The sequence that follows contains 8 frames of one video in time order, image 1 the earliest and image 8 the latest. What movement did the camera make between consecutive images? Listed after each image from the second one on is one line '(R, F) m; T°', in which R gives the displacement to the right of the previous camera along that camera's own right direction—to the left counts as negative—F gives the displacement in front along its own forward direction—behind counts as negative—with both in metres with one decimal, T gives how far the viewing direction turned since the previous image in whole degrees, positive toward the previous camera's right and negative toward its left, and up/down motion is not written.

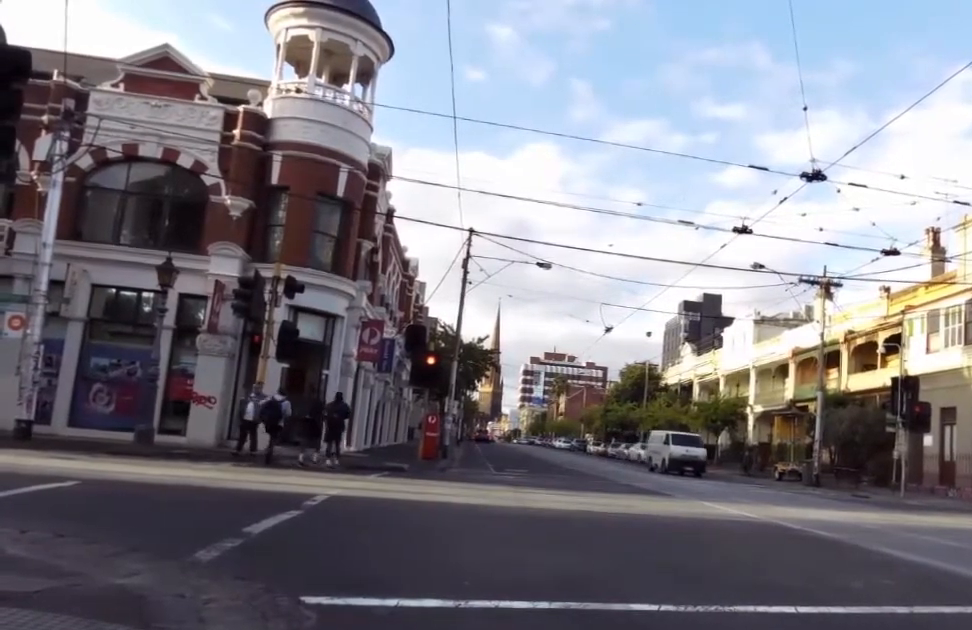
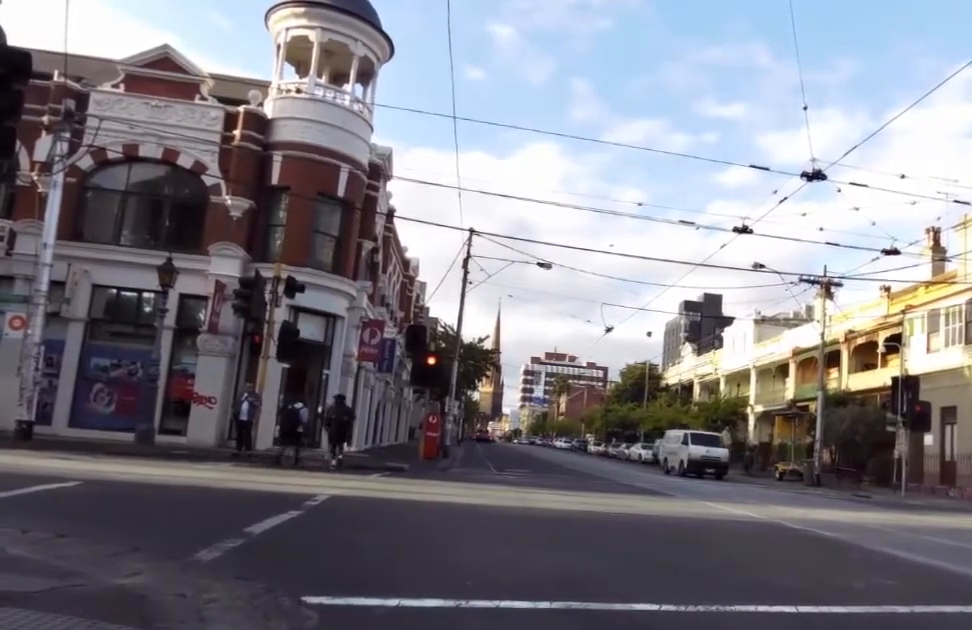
(0.0, 0.0) m; 0°
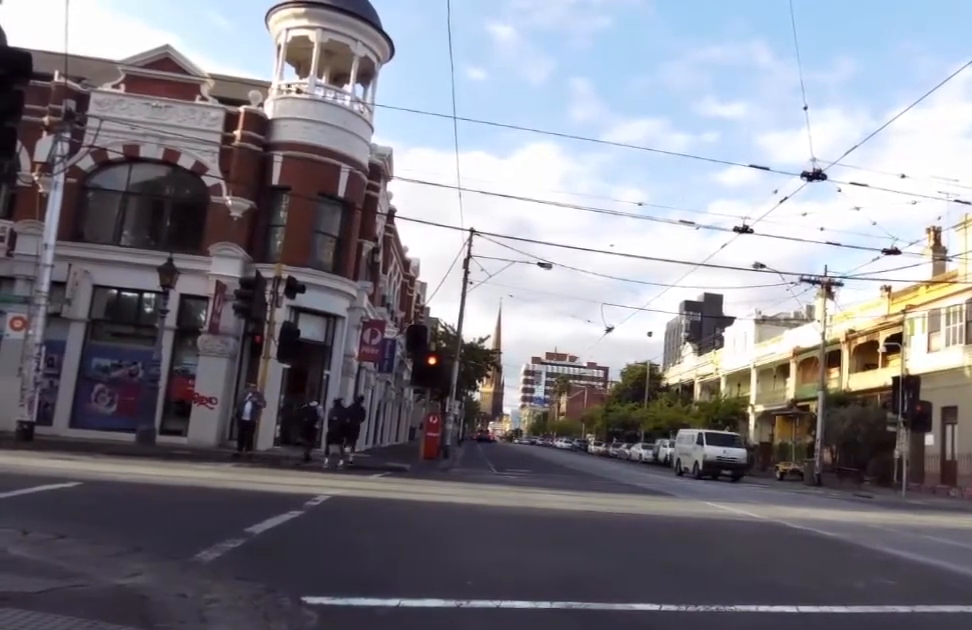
(0.0, 0.0) m; 0°
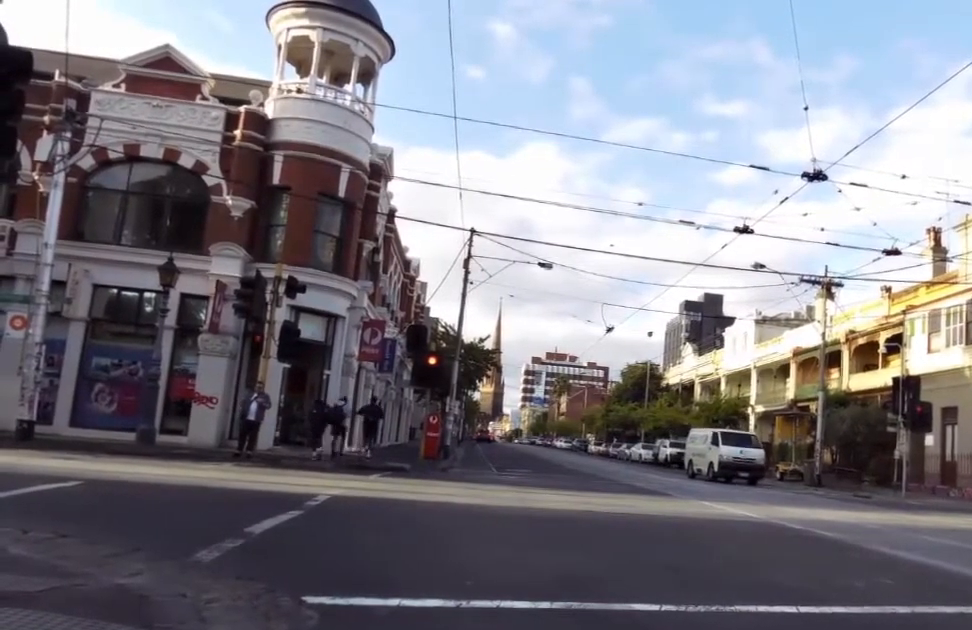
(0.0, 0.0) m; 0°
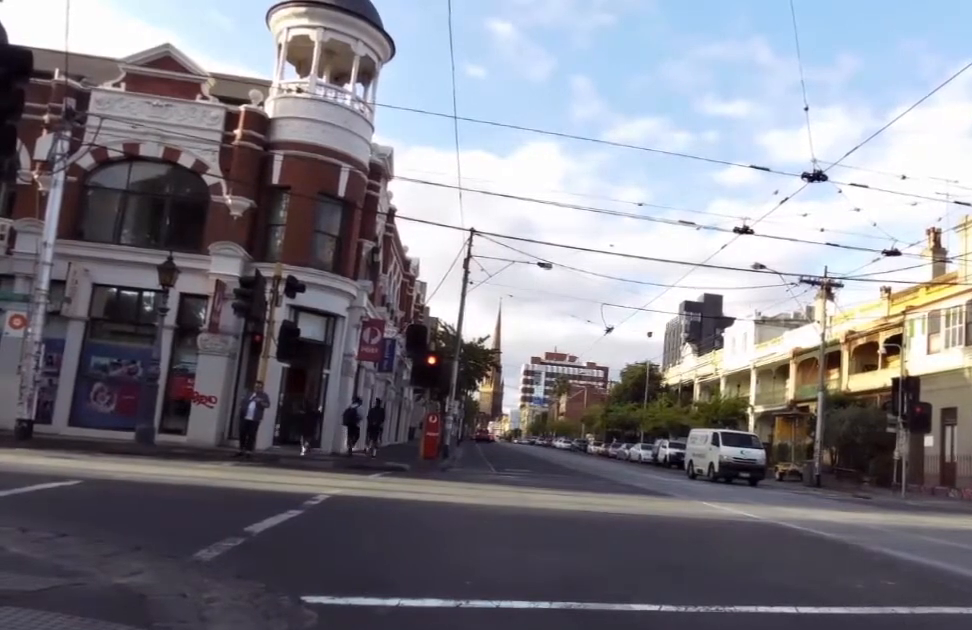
(0.0, 0.0) m; 0°
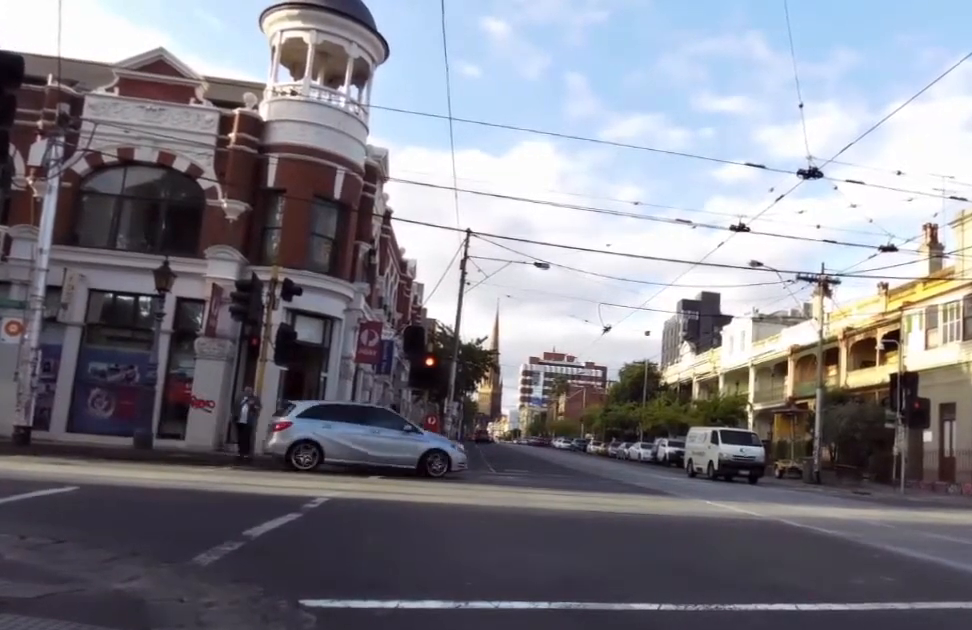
(0.0, 0.0) m; 0°
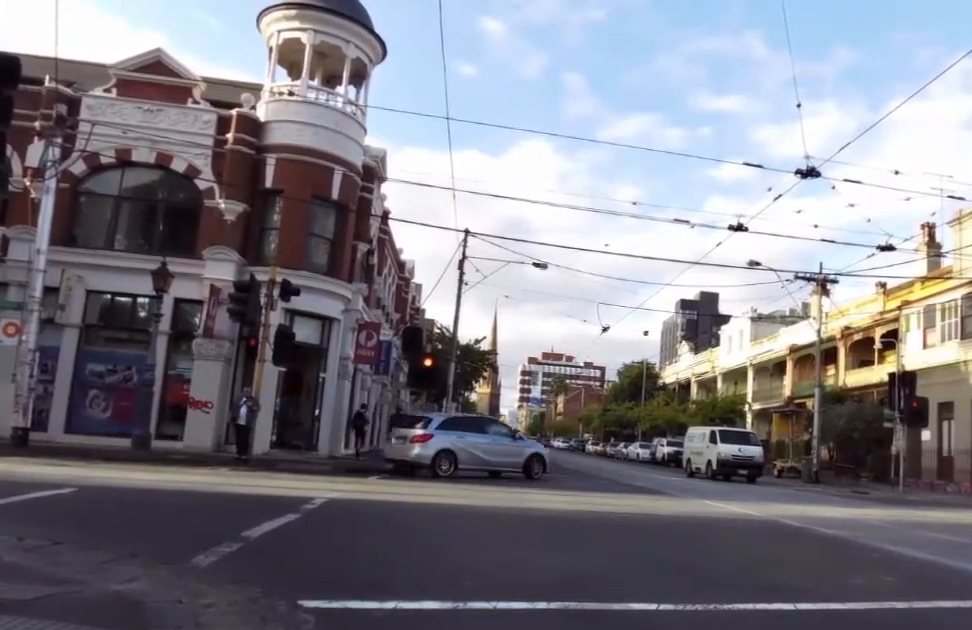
(0.0, 0.0) m; 0°
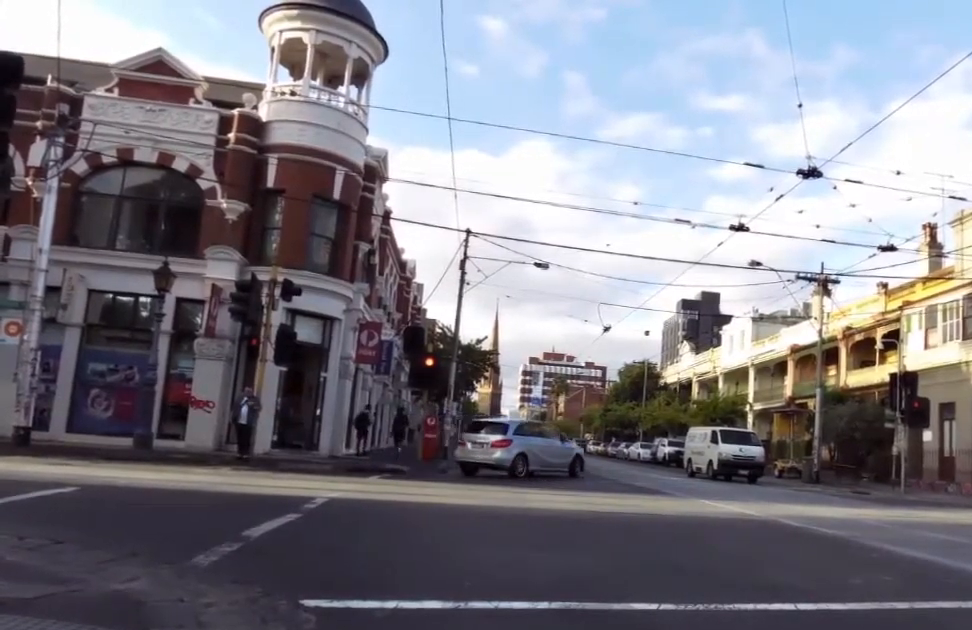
(0.0, 0.0) m; 0°
